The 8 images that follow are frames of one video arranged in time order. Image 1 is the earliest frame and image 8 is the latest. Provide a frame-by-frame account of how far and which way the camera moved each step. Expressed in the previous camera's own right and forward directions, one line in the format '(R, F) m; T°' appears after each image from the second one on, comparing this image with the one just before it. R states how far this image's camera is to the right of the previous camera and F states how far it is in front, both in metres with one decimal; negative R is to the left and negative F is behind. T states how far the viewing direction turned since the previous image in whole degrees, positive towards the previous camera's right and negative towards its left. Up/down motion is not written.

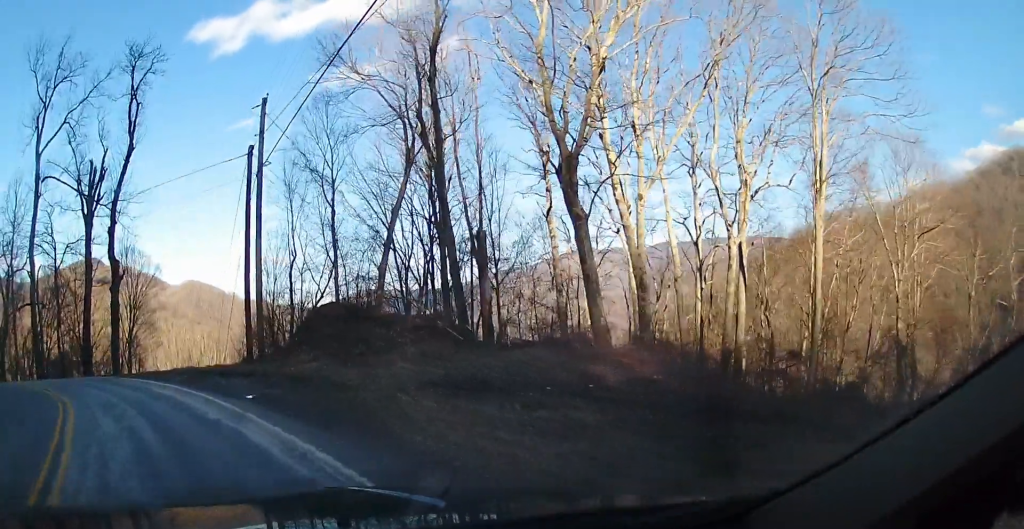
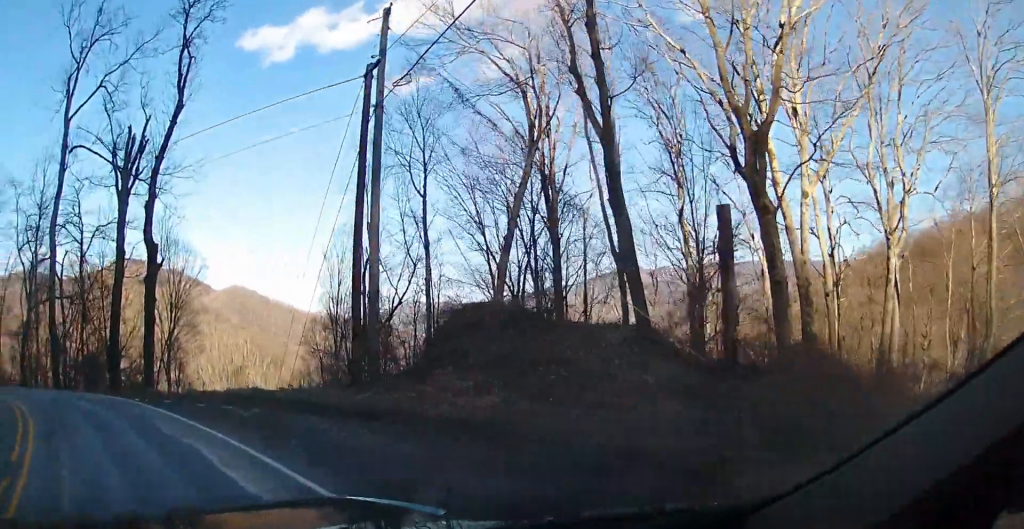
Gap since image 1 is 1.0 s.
(-0.1, +8.3) m; -3°
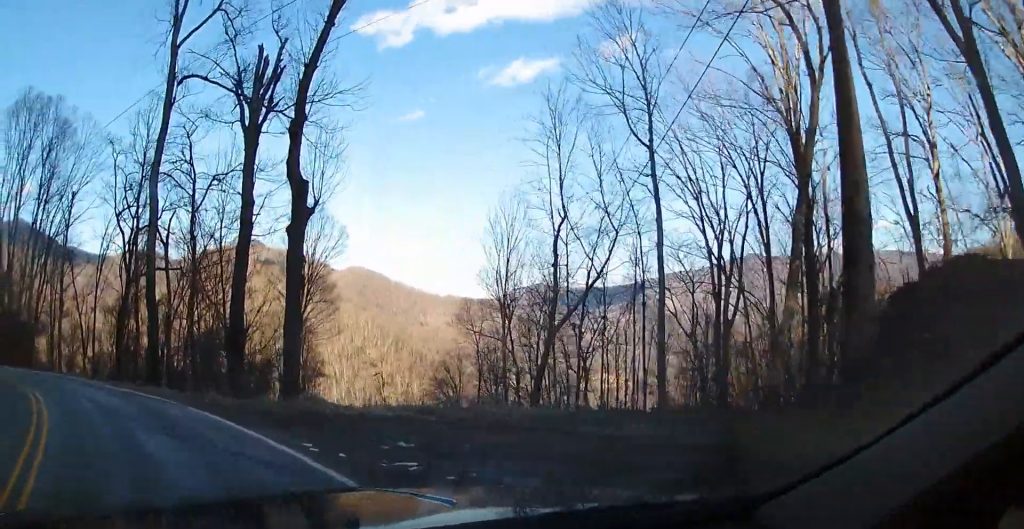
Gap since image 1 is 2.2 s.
(-0.4, +9.9) m; -7°
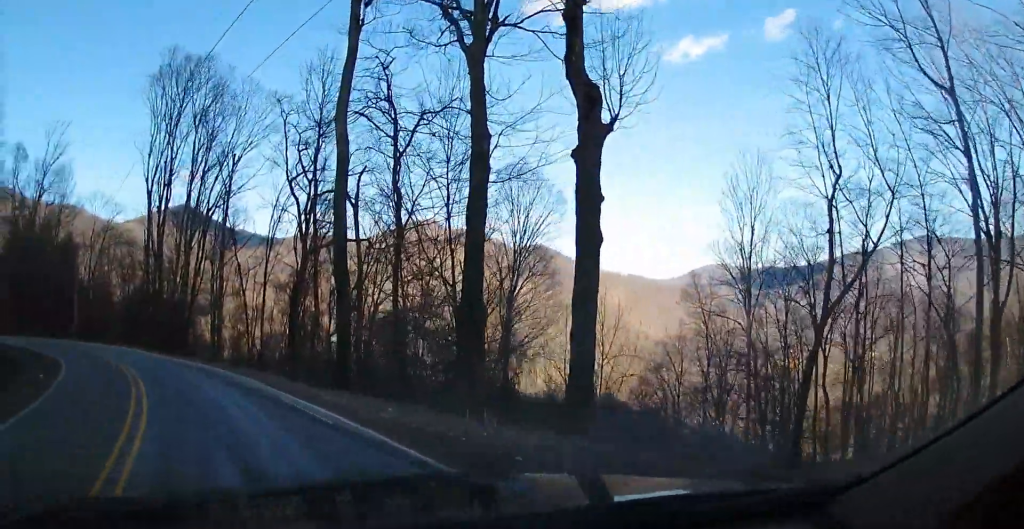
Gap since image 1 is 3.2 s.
(-0.5, +7.5) m; -4°
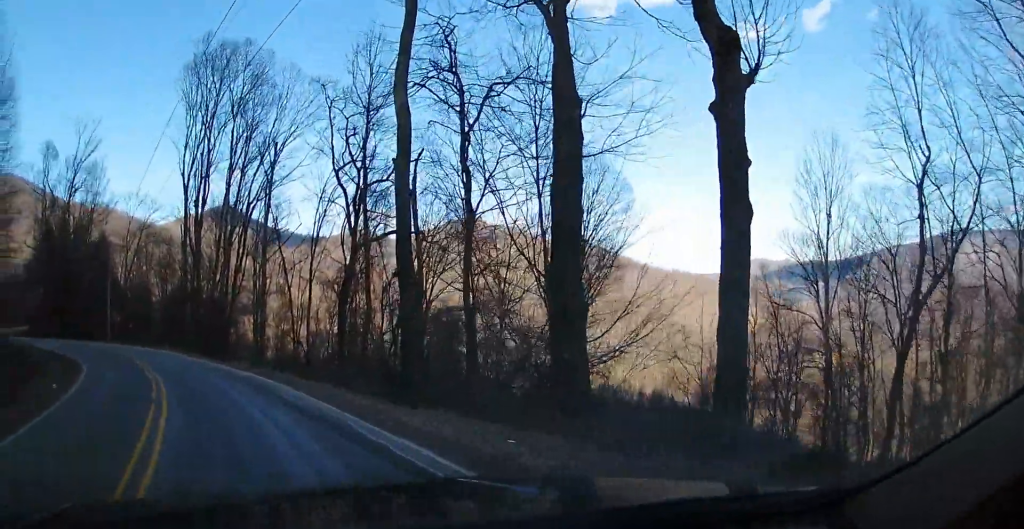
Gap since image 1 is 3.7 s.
(0.0, +3.0) m; -2°
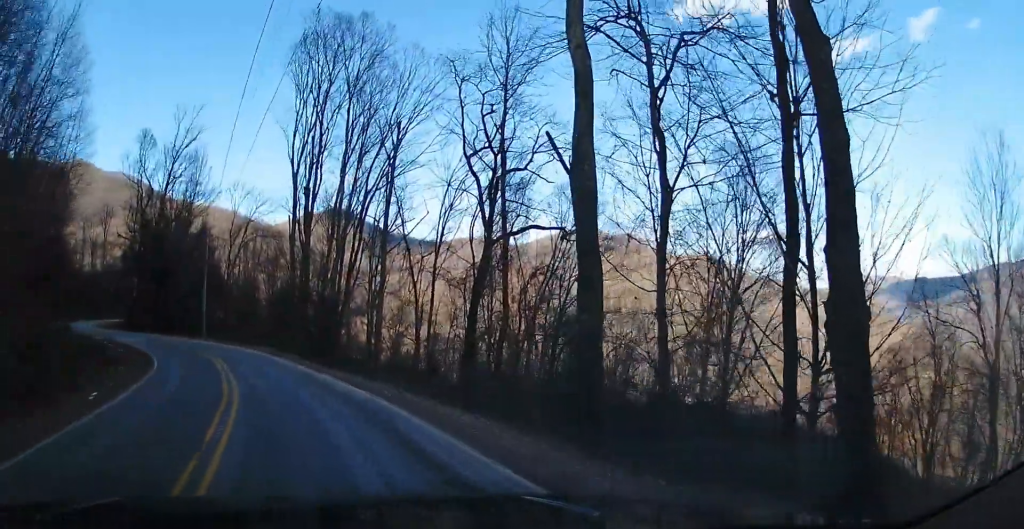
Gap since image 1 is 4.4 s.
(0.0, +5.2) m; -3°
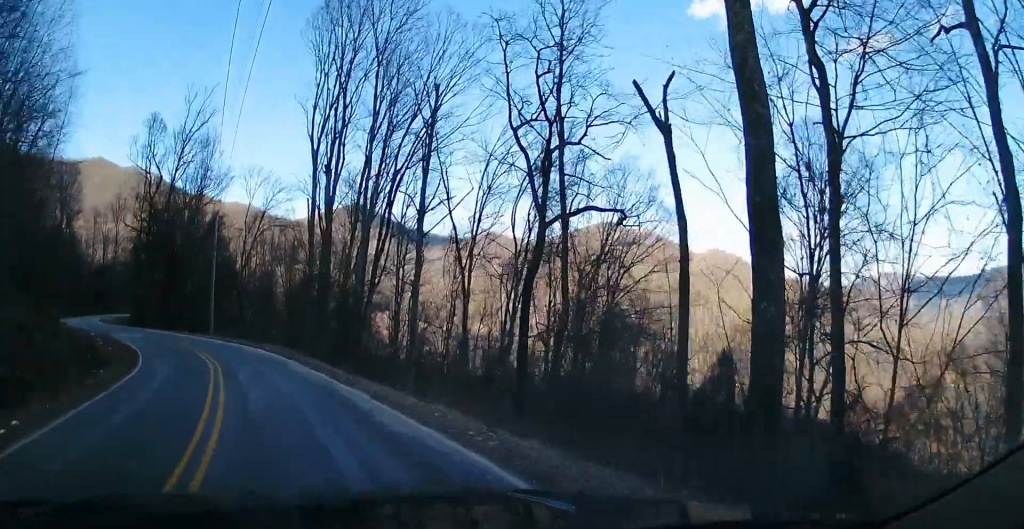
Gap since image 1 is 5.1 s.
(-0.2, +5.3) m; -5°
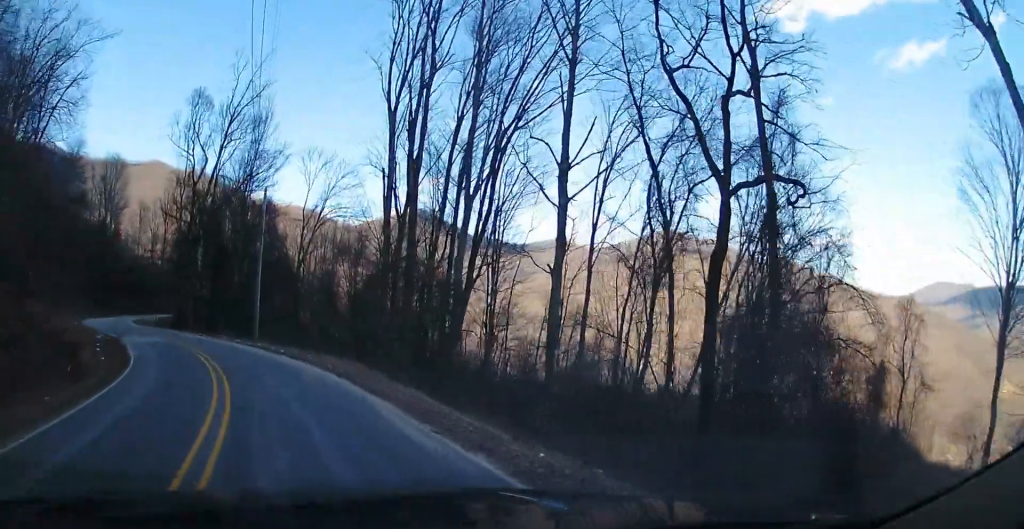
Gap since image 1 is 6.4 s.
(-0.7, +9.8) m; -7°
